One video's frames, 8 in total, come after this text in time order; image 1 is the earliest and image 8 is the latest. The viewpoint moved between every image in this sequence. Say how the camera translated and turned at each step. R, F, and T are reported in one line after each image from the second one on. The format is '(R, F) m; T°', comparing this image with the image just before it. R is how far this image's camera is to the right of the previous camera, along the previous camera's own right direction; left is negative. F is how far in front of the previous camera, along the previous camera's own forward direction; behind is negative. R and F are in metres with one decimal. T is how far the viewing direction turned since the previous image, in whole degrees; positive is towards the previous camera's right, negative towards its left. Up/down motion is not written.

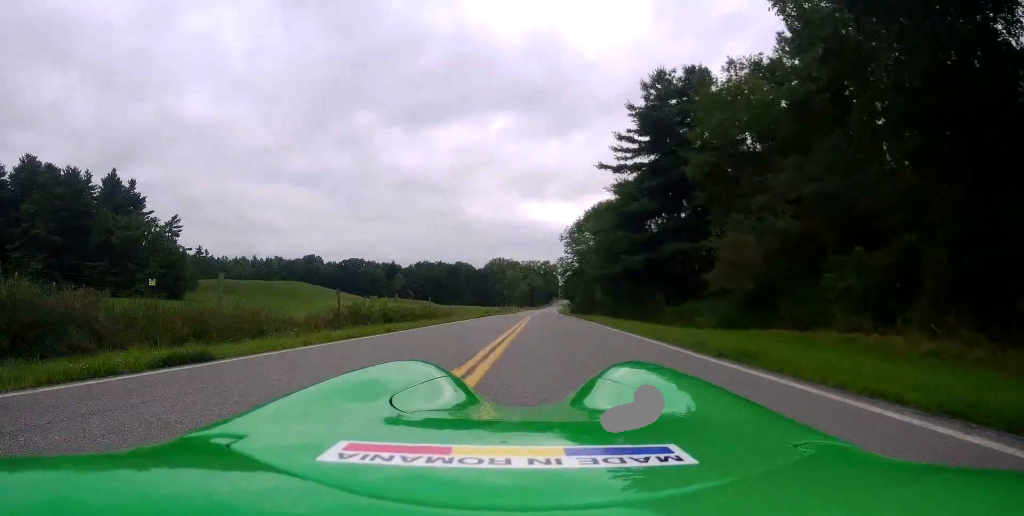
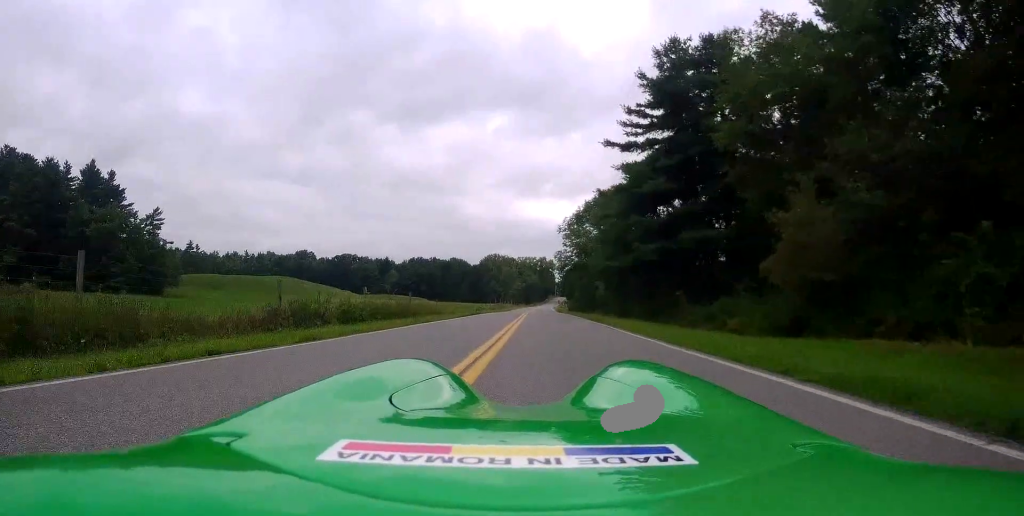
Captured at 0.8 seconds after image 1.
(0.0, +6.0) m; 0°
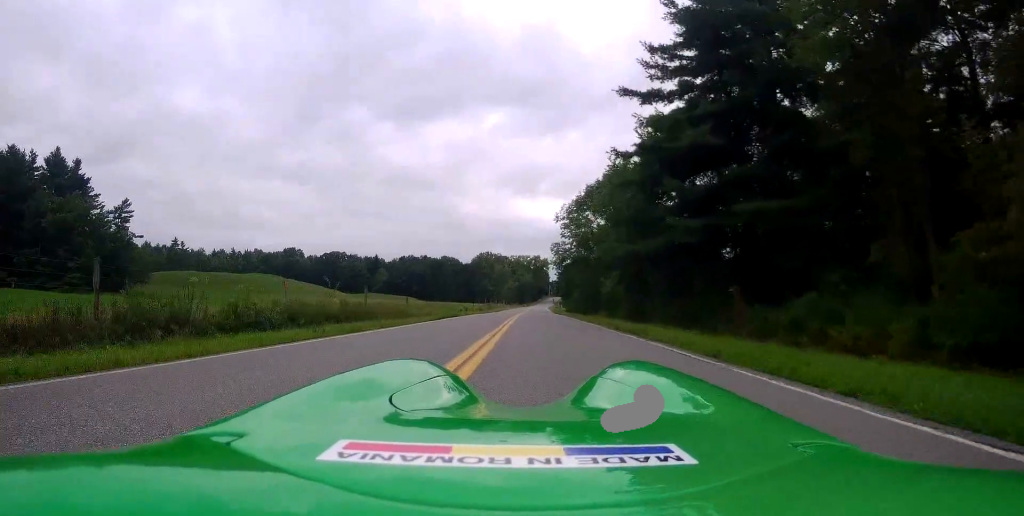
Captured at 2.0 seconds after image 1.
(0.0, +9.8) m; -2°
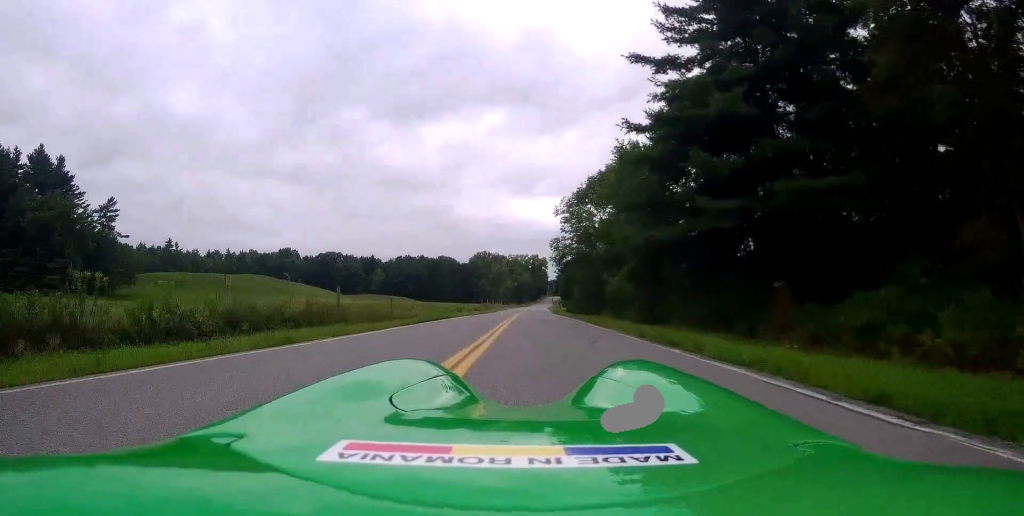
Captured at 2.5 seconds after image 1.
(-0.2, +4.4) m; +1°
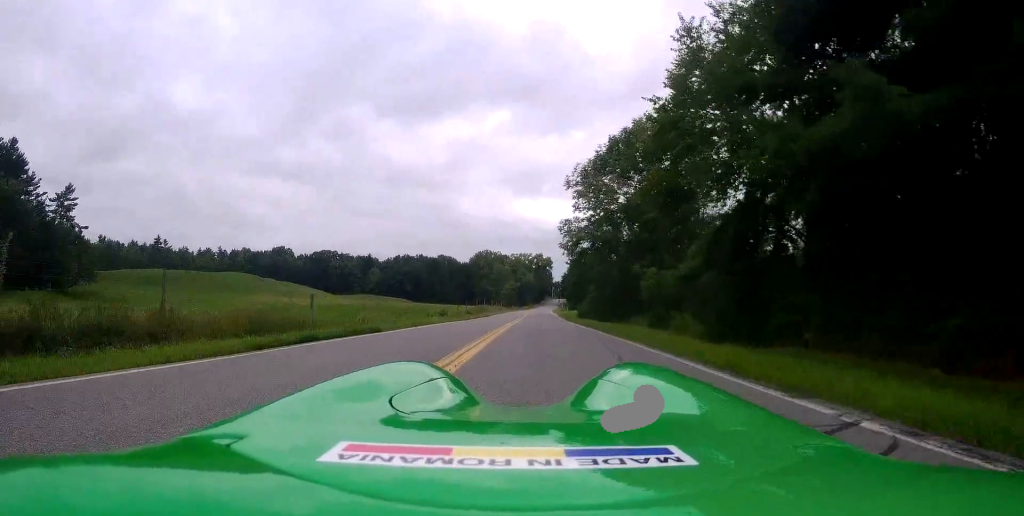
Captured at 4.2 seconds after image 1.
(+0.4, +14.0) m; +1°
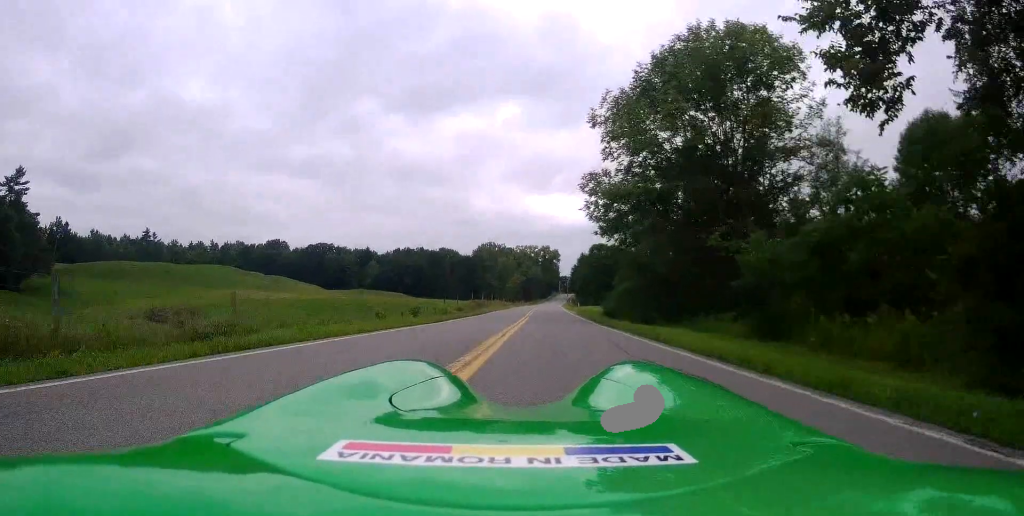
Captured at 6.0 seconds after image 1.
(+0.2, +15.4) m; +2°
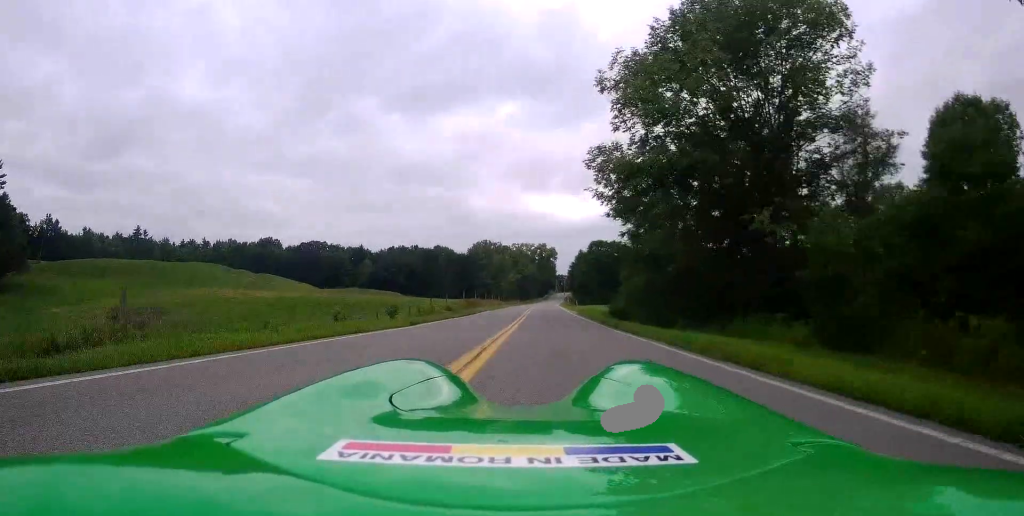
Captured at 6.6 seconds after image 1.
(-0.2, +5.1) m; -2°
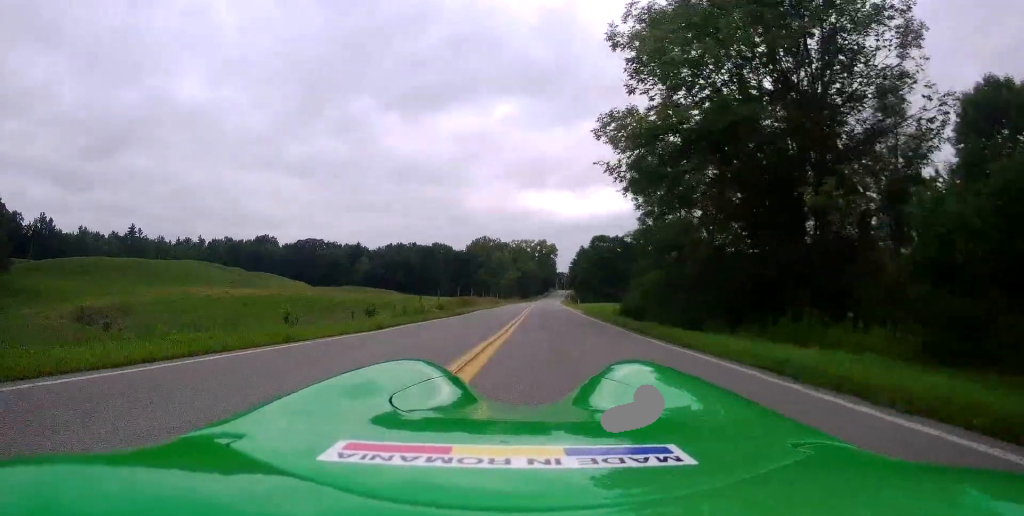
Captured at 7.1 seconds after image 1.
(0.0, +4.4) m; -1°
